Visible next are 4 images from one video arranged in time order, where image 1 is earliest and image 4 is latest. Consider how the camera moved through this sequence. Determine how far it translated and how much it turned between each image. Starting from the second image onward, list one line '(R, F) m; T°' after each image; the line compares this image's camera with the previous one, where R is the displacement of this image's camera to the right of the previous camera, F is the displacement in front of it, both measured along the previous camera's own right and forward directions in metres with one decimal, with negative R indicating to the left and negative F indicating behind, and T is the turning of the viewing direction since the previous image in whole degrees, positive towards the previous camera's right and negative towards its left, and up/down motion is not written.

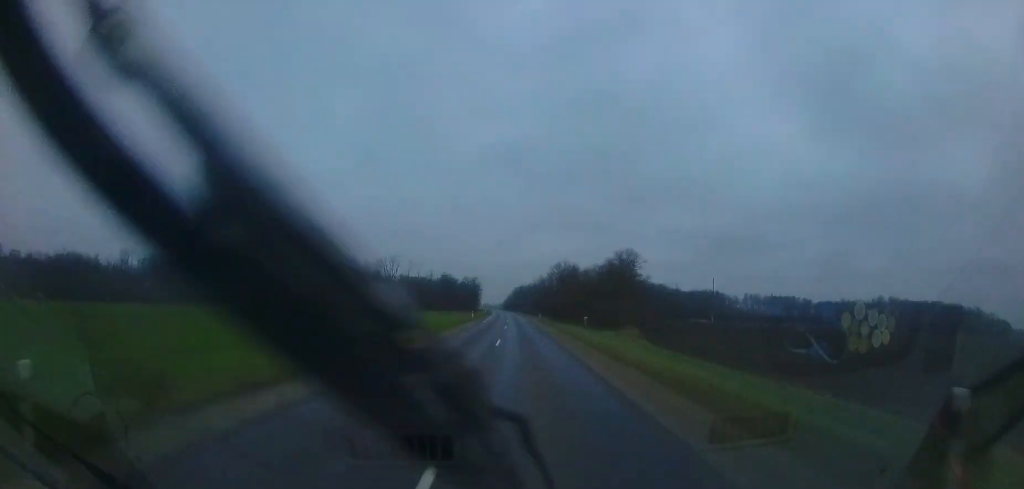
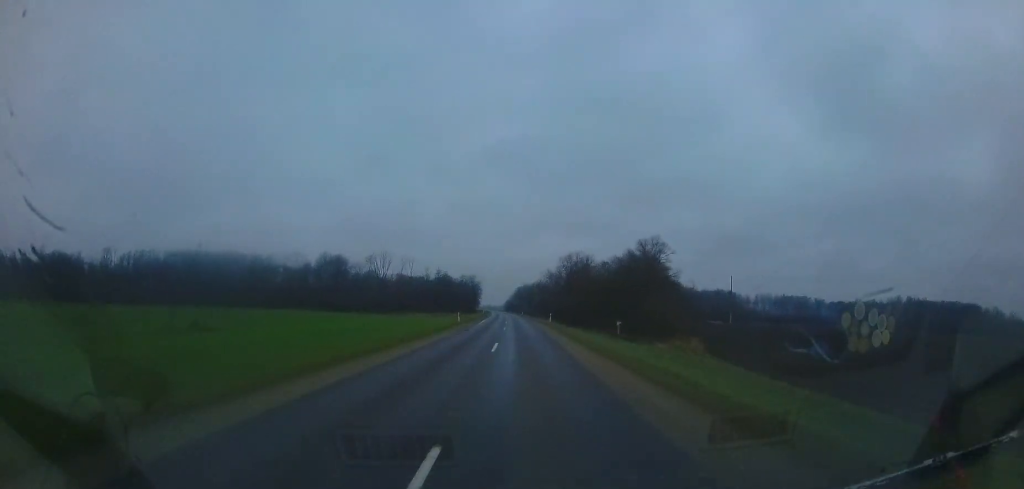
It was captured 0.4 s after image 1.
(-0.3, +13.9) m; 0°
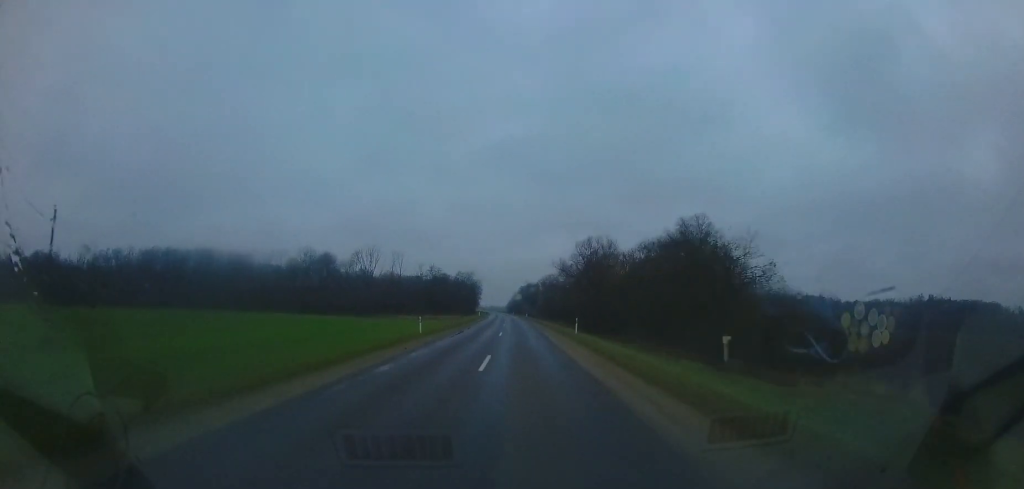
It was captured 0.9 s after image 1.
(-0.2, +16.1) m; 0°
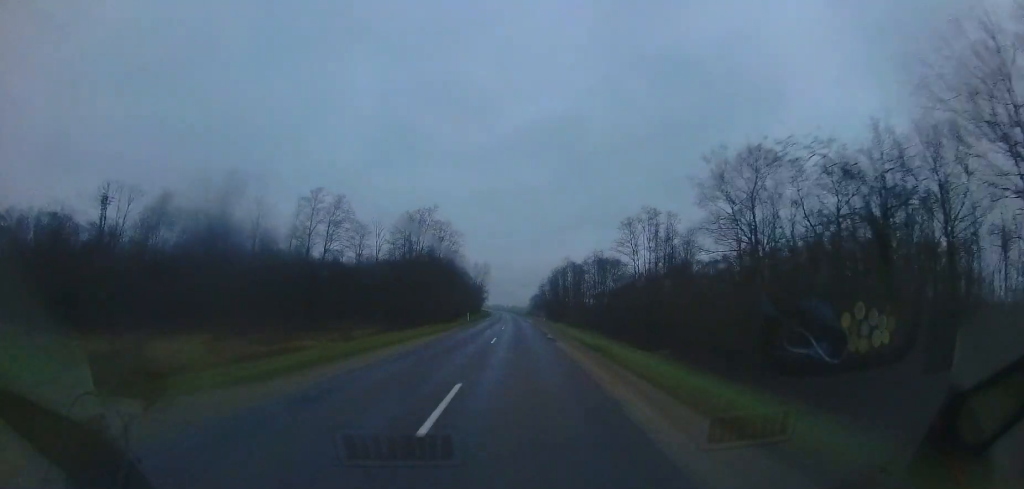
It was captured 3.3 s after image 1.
(-1.9, +76.8) m; -3°
